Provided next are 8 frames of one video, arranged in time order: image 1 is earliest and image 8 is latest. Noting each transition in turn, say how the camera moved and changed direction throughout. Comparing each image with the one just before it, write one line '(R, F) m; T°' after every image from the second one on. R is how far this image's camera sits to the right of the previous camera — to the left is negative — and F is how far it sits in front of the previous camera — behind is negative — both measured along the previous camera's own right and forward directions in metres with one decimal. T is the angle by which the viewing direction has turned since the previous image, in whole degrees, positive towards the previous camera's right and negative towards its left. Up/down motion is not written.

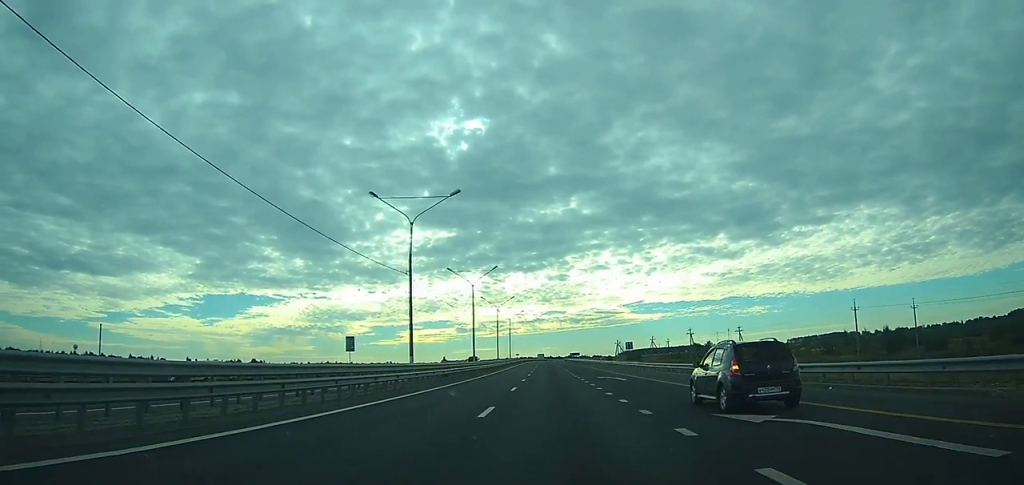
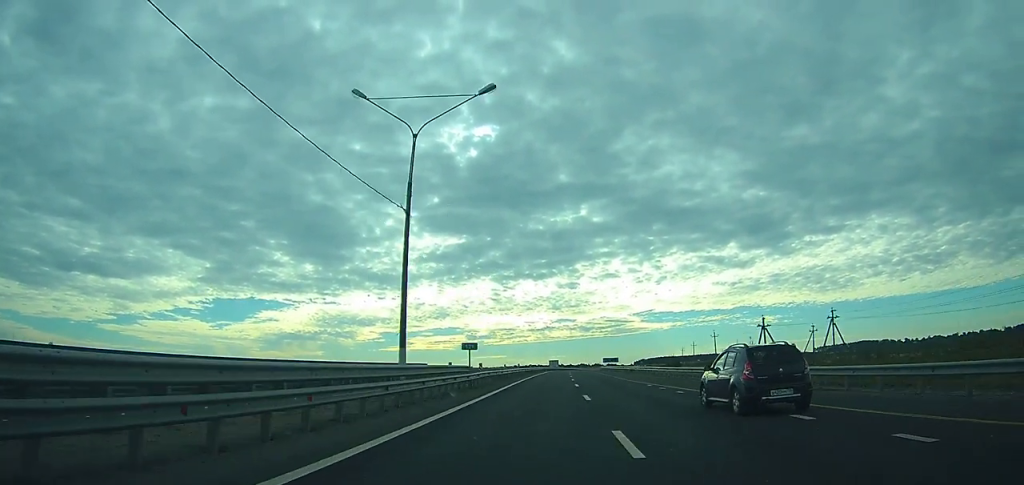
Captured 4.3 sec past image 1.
(-2.4, +114.7) m; -1°
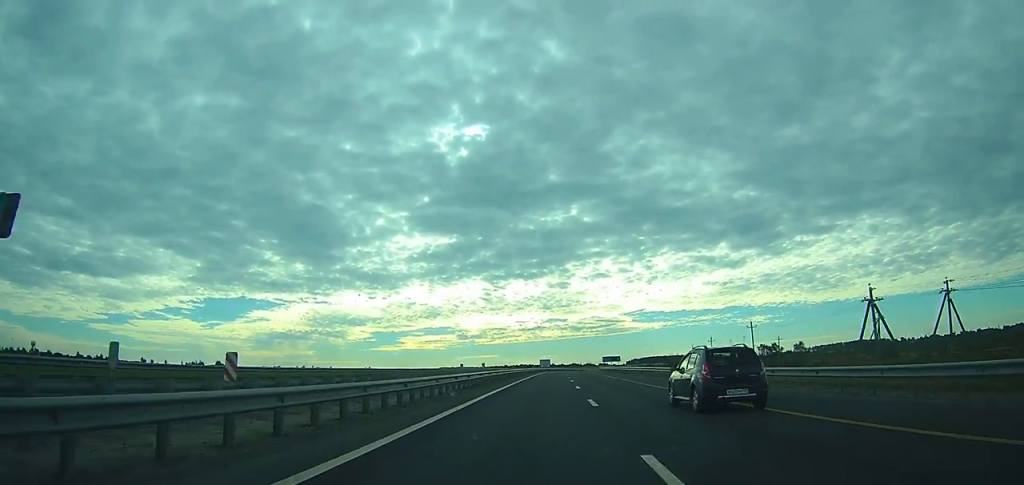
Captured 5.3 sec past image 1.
(0.0, +25.9) m; +1°
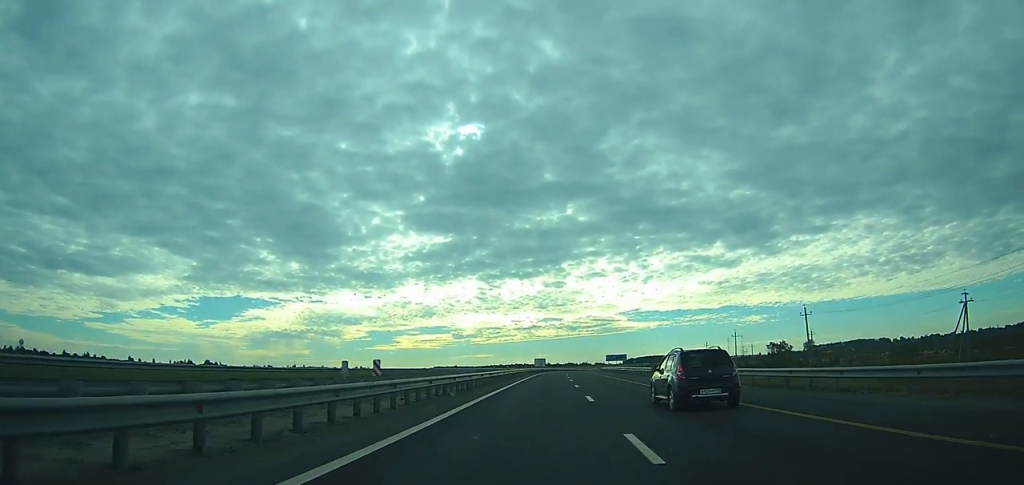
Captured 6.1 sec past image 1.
(+0.3, +20.7) m; +1°
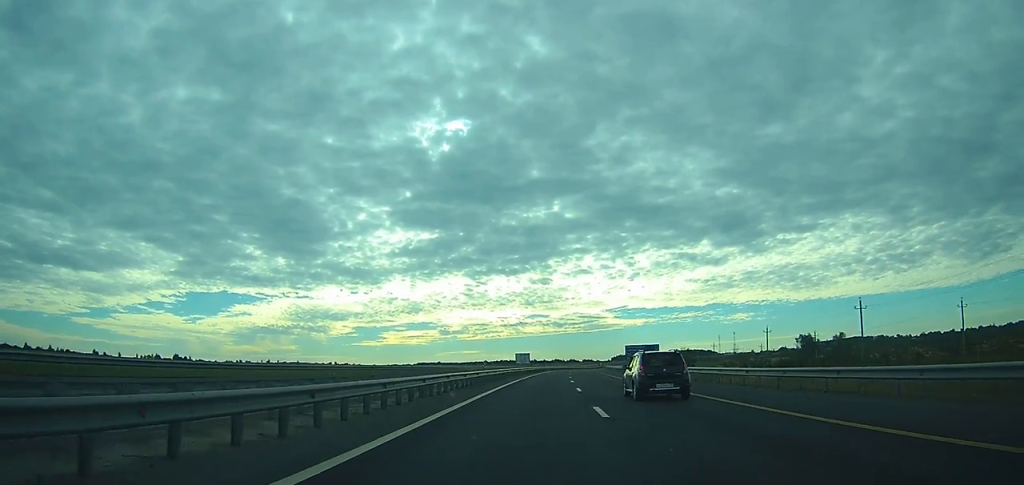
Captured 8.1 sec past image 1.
(+0.7, +53.9) m; +1°
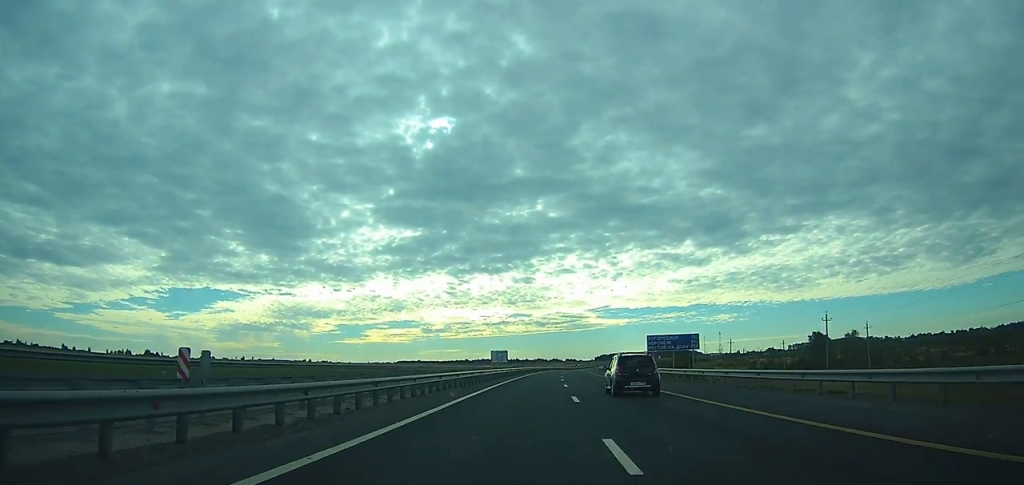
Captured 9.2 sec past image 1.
(0.0, +32.2) m; +1°
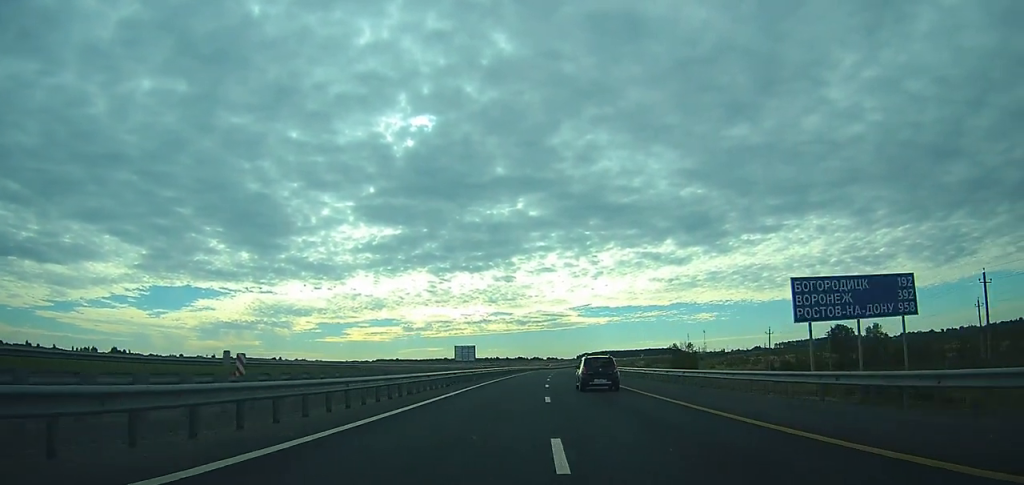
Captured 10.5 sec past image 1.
(+0.6, +37.8) m; +1°
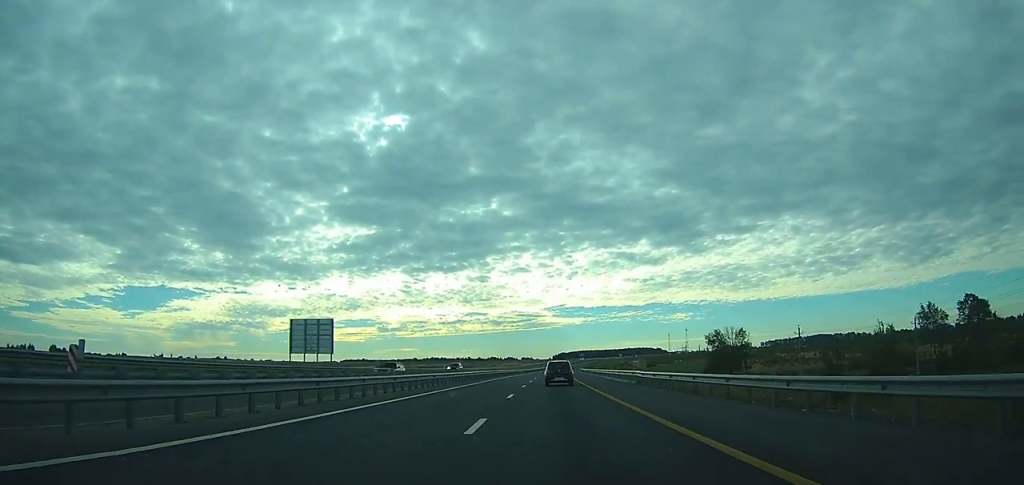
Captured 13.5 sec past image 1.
(+1.9, +81.3) m; +3°
